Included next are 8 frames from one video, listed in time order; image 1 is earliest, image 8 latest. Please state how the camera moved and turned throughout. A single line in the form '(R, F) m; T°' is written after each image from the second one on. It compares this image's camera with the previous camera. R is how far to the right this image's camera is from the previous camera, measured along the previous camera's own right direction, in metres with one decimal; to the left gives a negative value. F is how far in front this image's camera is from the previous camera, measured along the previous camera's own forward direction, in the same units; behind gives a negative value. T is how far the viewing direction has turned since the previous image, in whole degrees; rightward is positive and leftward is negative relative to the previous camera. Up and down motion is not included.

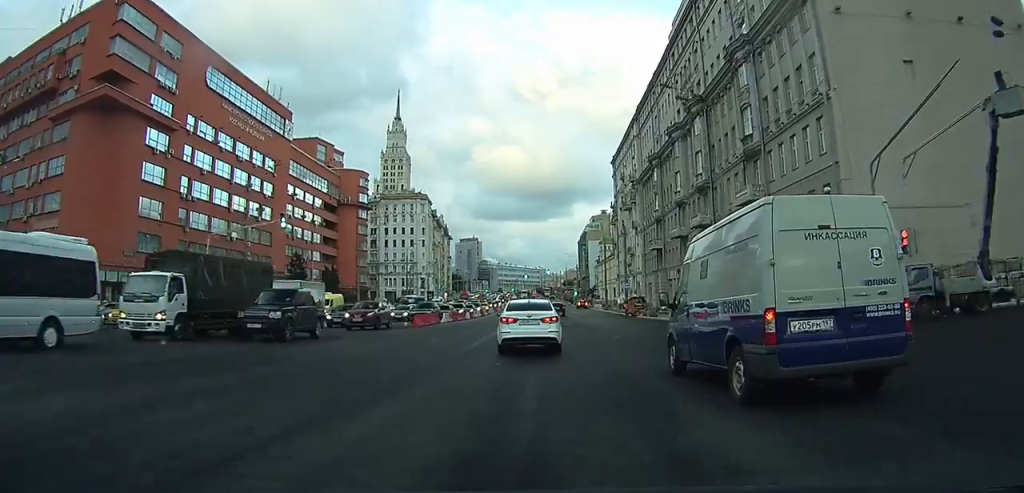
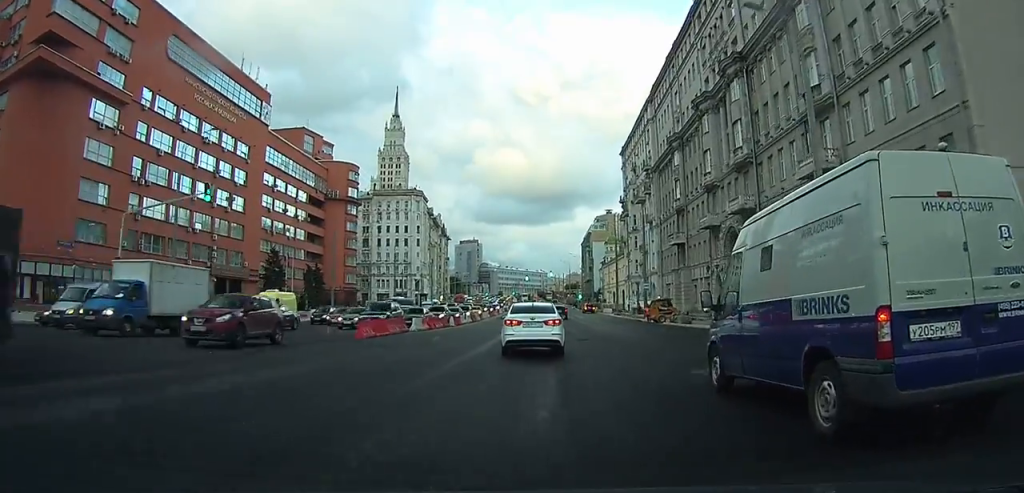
(0.0, +11.9) m; 0°
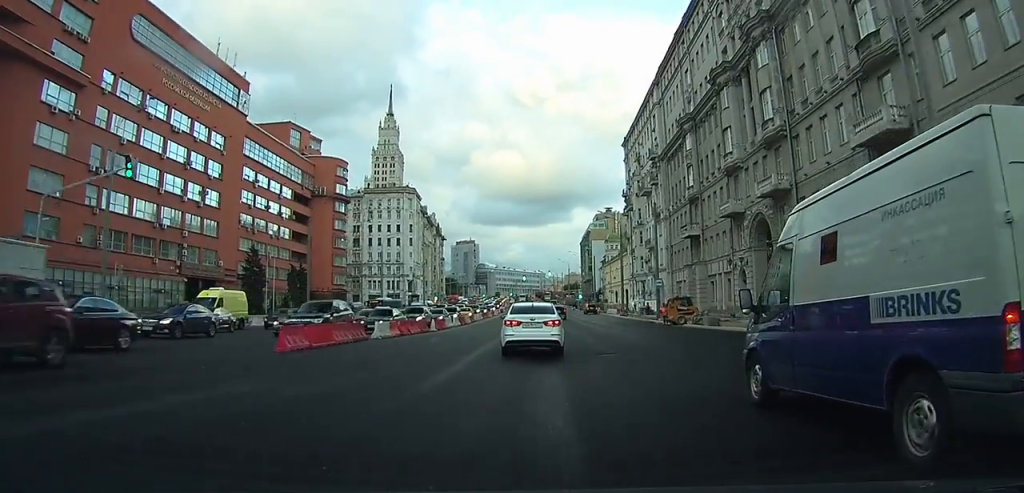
(0.0, +7.6) m; 0°
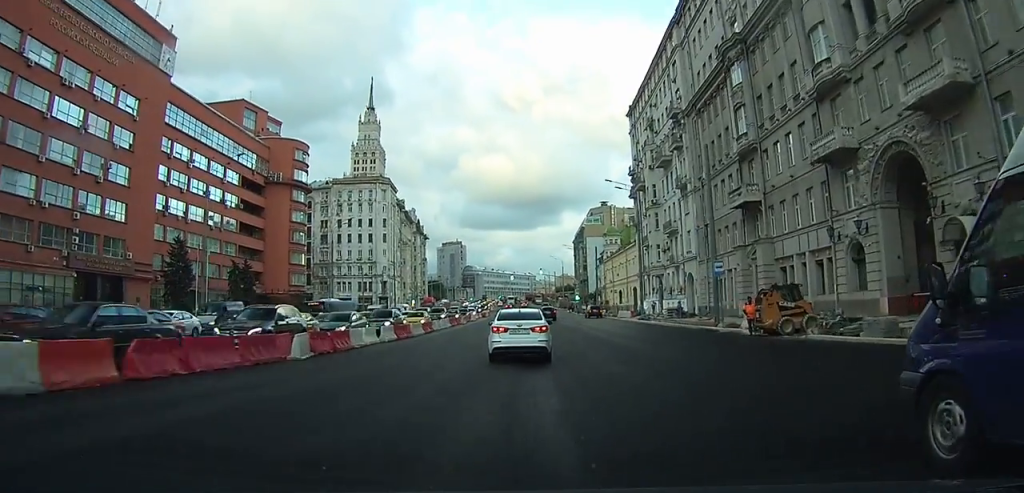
(-0.1, +20.6) m; 0°
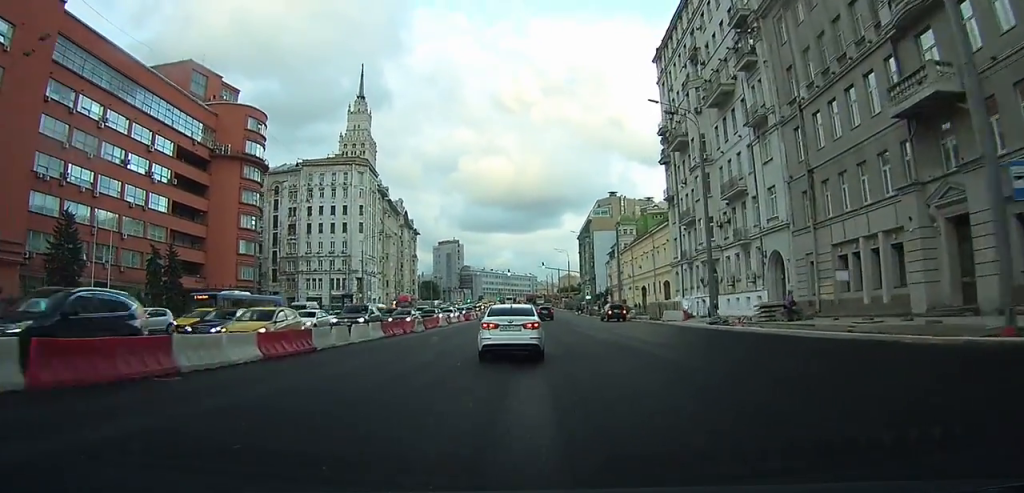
(+0.3, +23.3) m; +1°
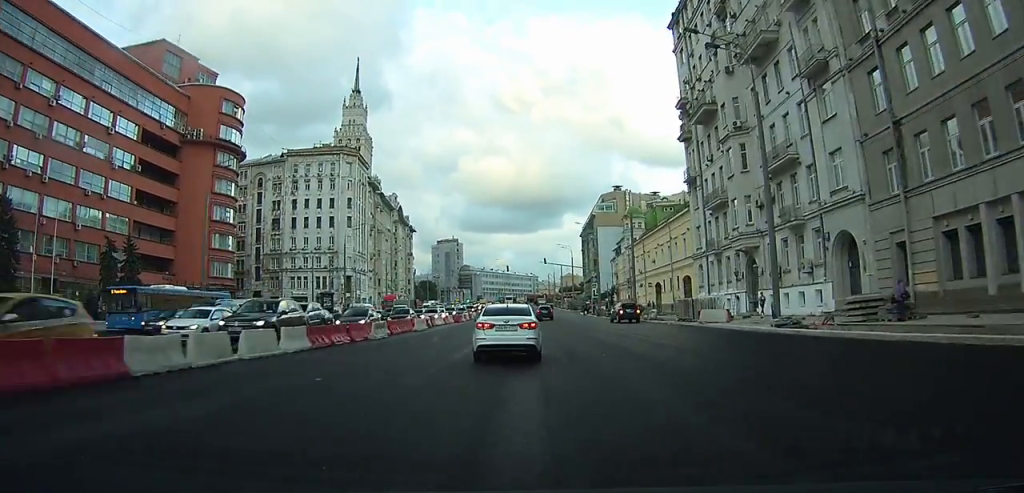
(+0.1, +9.7) m; 0°
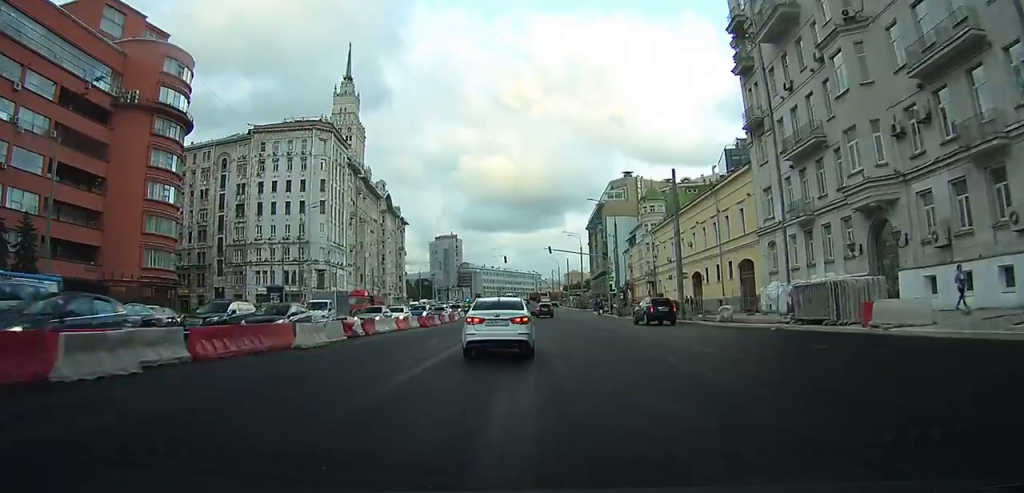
(0.0, +18.3) m; 0°
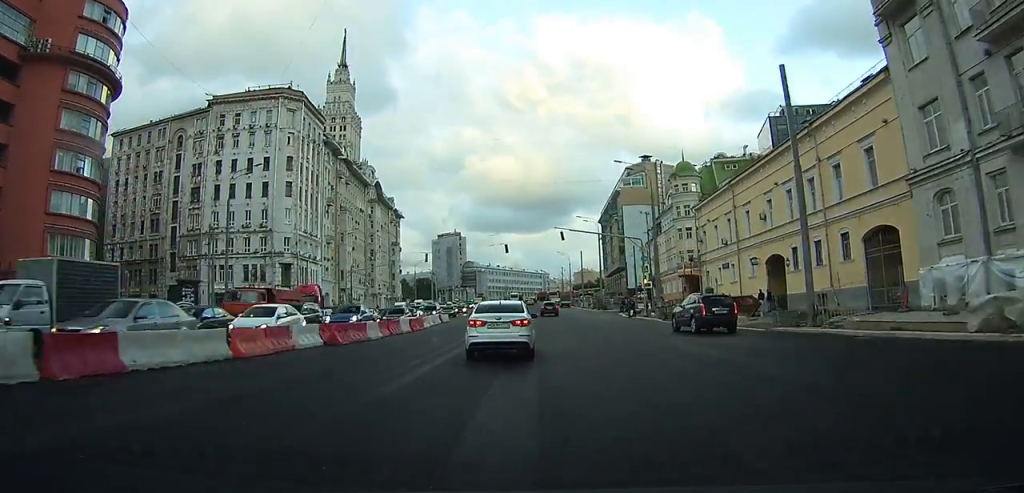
(+0.1, +19.8) m; 0°
